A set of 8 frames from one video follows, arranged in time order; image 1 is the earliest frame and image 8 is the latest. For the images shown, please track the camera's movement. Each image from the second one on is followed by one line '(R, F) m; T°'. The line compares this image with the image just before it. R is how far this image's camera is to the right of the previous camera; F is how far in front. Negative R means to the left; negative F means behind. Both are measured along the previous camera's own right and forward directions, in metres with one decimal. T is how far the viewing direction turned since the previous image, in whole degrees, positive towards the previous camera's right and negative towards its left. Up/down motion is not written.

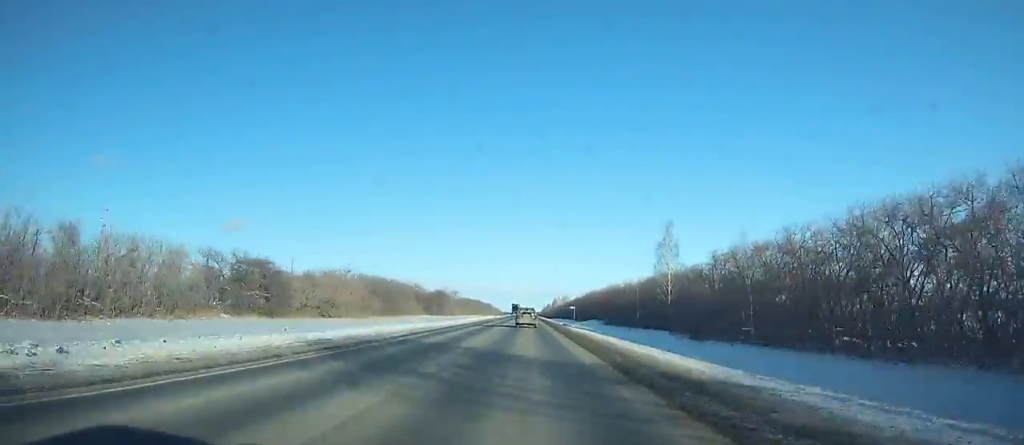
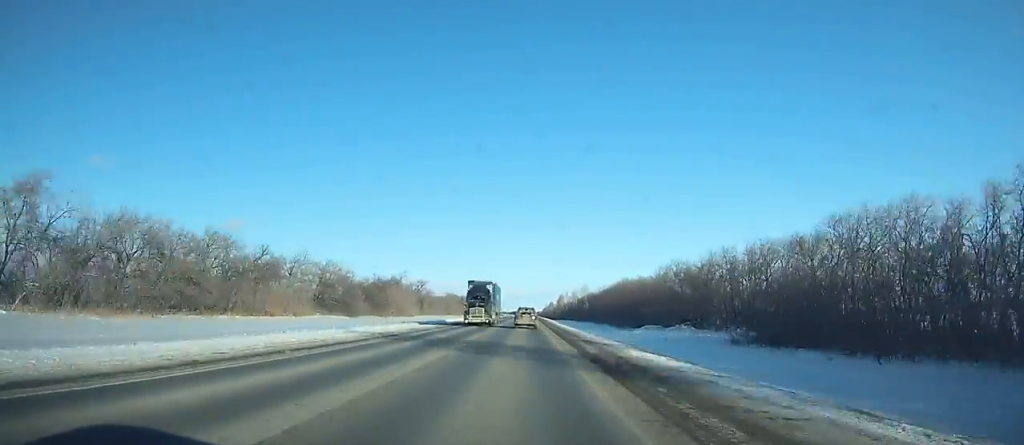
(+0.2, +77.4) m; 0°
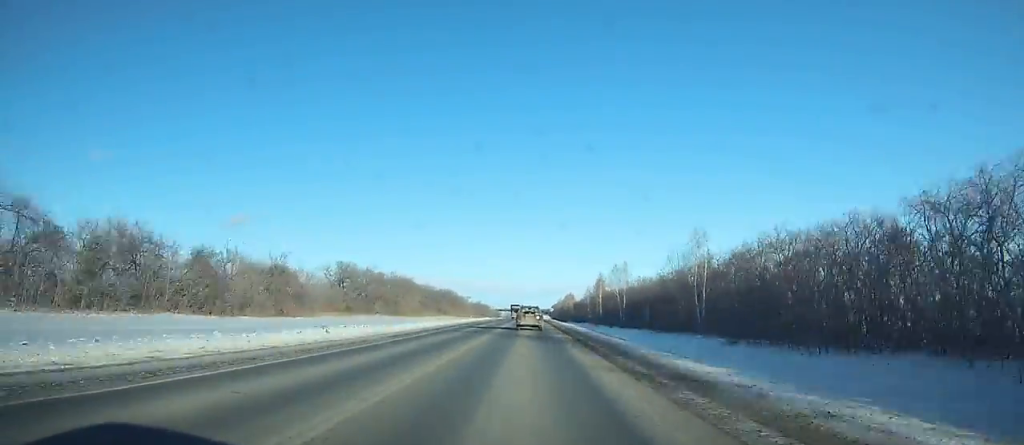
(-0.5, +160.6) m; 0°
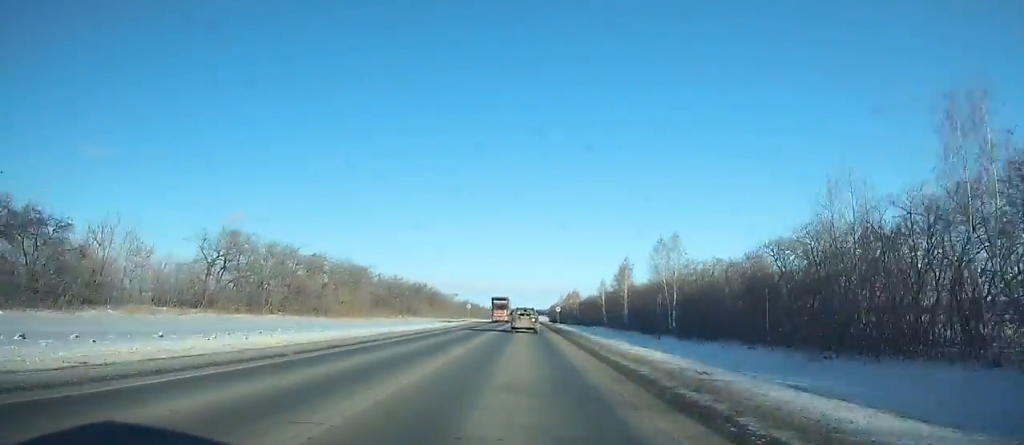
(0.0, +42.7) m; 0°
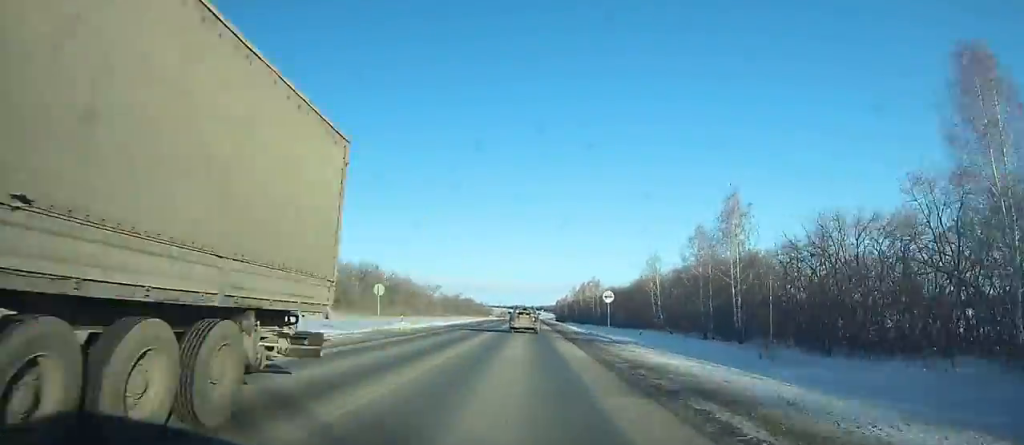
(0.0, +53.9) m; 0°
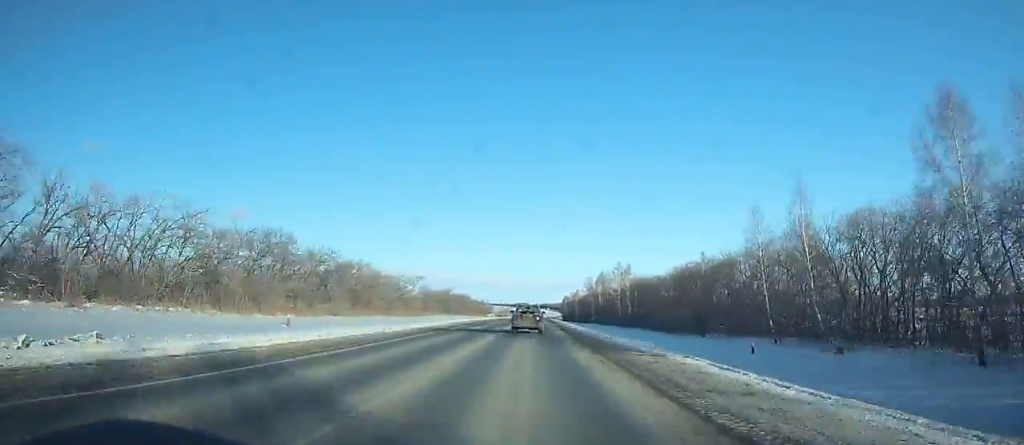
(0.0, +42.2) m; 0°
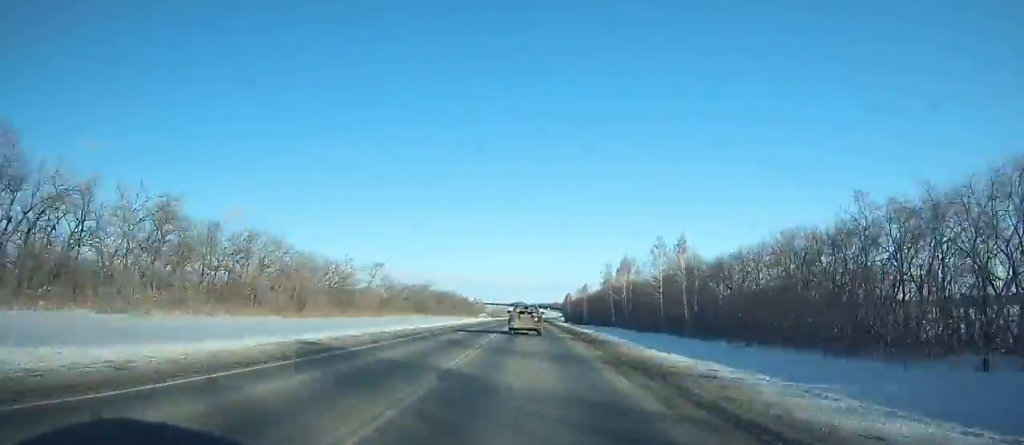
(0.0, +41.8) m; 0°
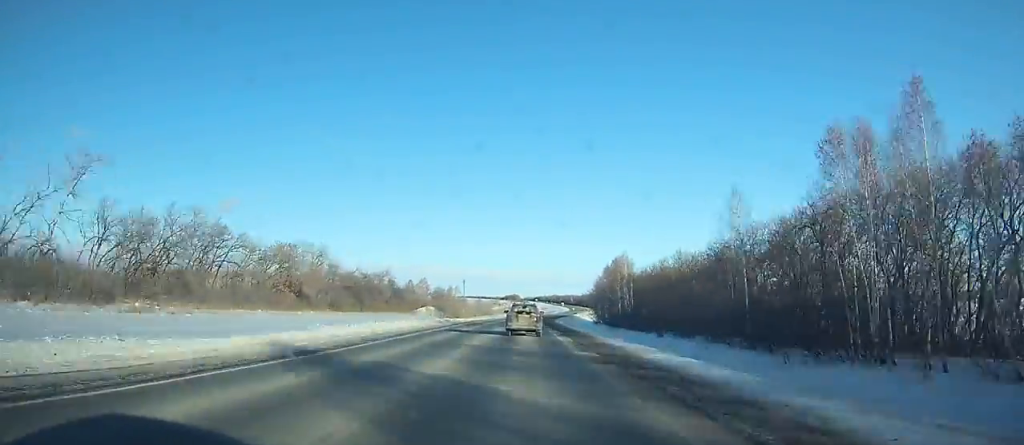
(+0.7, +155.1) m; 0°
